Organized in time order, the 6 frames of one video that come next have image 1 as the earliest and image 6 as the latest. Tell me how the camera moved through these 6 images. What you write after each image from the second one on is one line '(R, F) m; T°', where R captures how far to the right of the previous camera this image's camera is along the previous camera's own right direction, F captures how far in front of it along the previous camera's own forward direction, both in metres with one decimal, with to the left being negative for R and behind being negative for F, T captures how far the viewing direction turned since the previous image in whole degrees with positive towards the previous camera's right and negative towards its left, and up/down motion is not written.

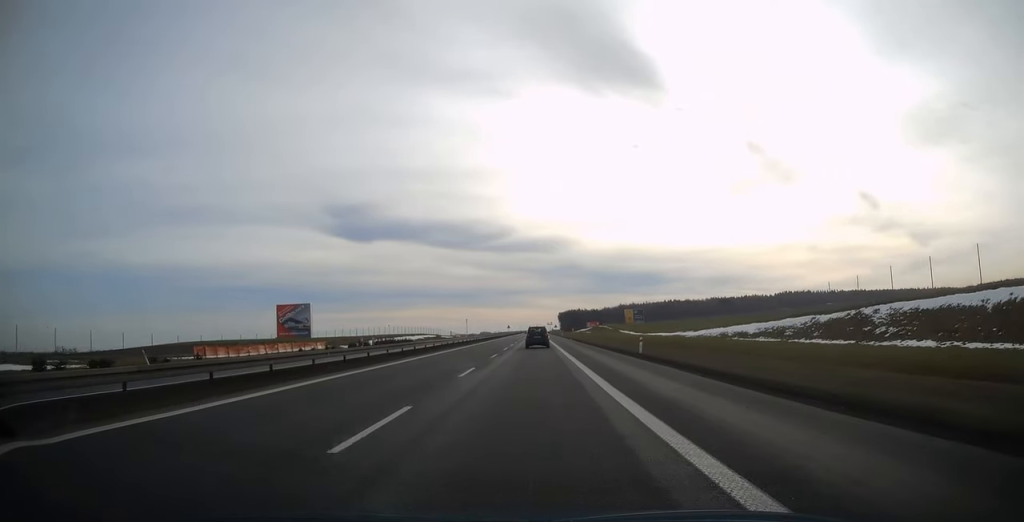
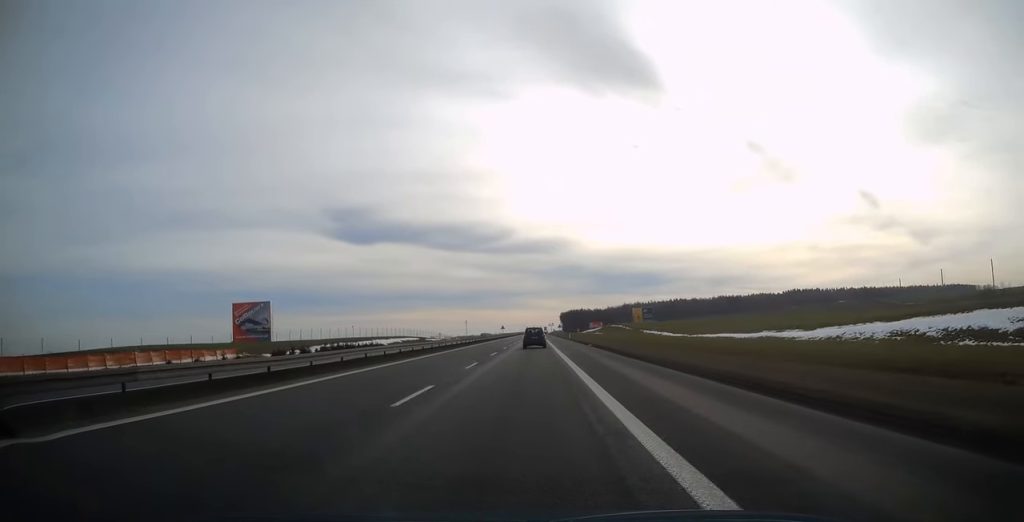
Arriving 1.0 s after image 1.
(+0.3, +31.7) m; 0°
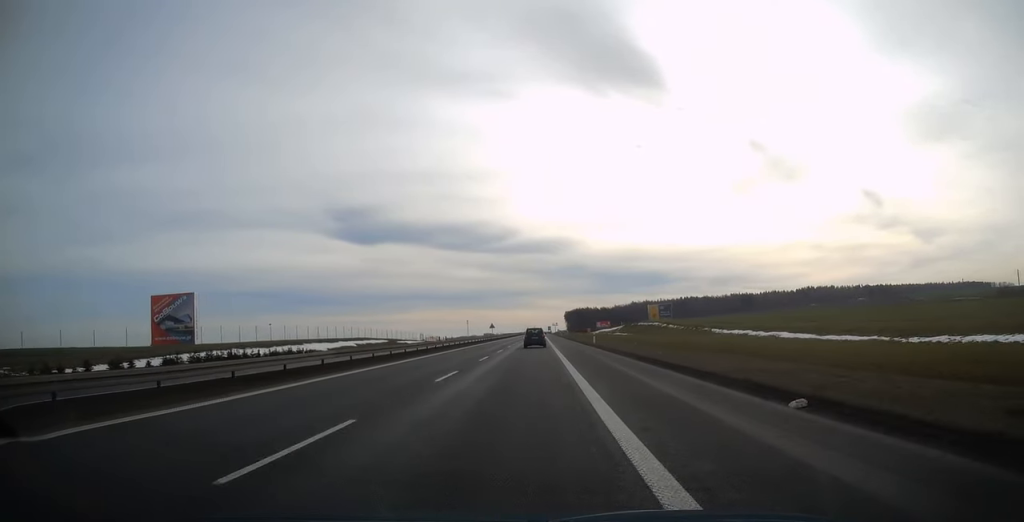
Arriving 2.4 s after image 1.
(-0.1, +42.4) m; 0°
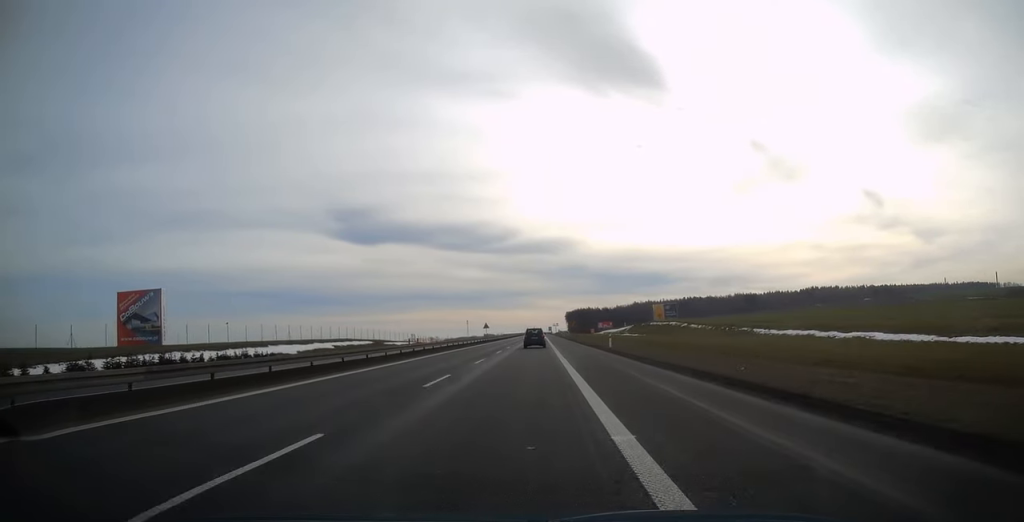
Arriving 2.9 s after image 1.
(0.0, +13.2) m; 0°
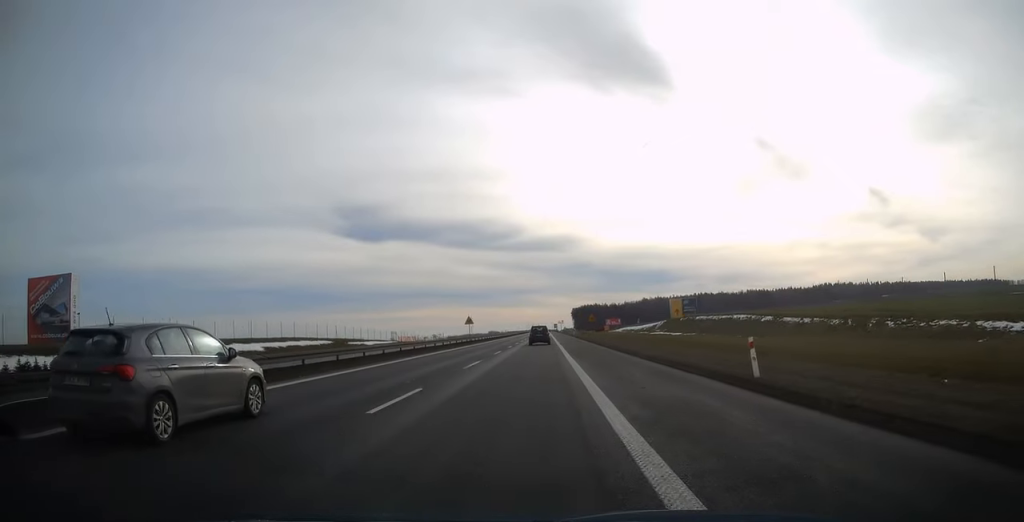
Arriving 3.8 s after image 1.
(-0.2, +29.4) m; 0°
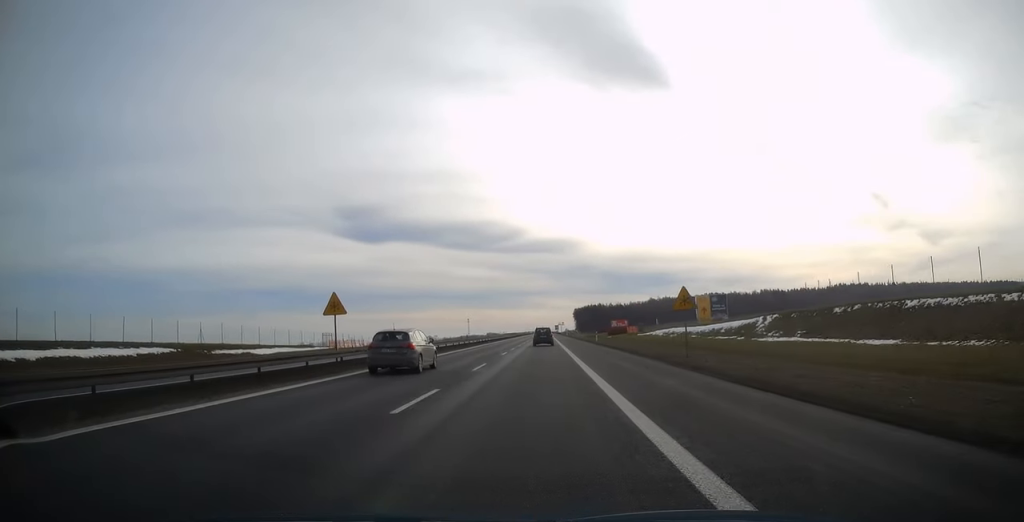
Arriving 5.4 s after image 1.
(-0.1, +48.2) m; 0°
